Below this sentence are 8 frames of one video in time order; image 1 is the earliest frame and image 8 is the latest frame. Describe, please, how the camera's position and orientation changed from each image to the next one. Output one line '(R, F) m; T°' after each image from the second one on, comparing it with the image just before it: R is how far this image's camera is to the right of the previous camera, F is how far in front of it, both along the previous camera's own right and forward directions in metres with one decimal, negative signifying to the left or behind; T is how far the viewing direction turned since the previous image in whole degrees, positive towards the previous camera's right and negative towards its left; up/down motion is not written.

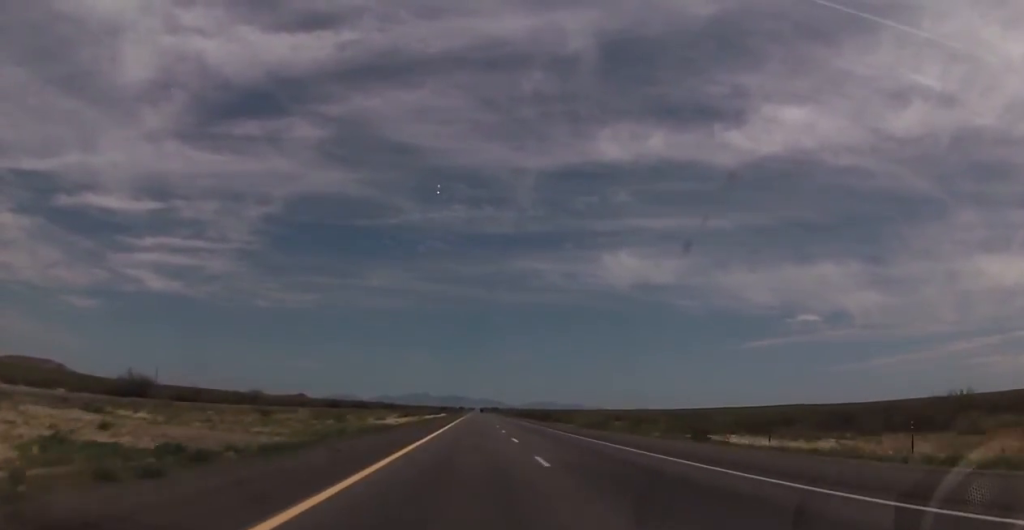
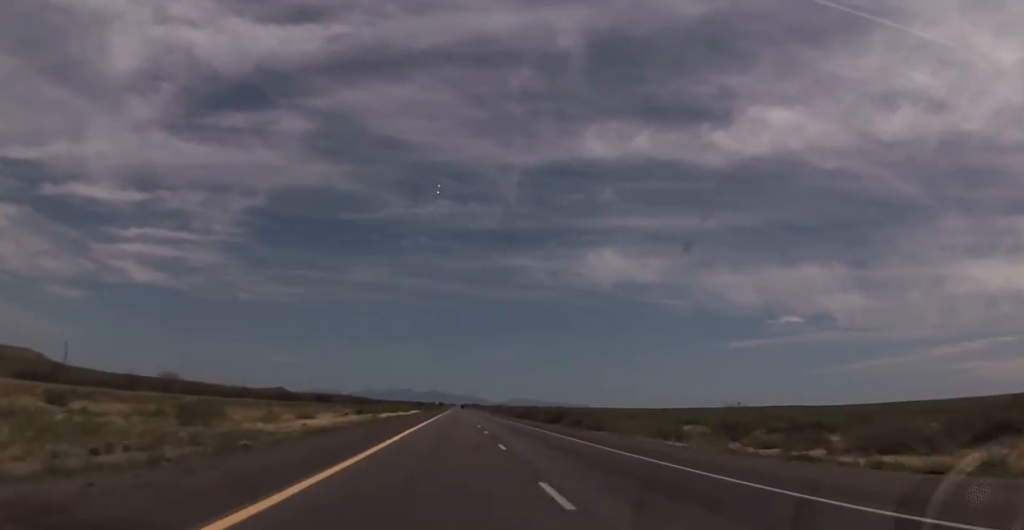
(+0.1, +43.7) m; +1°
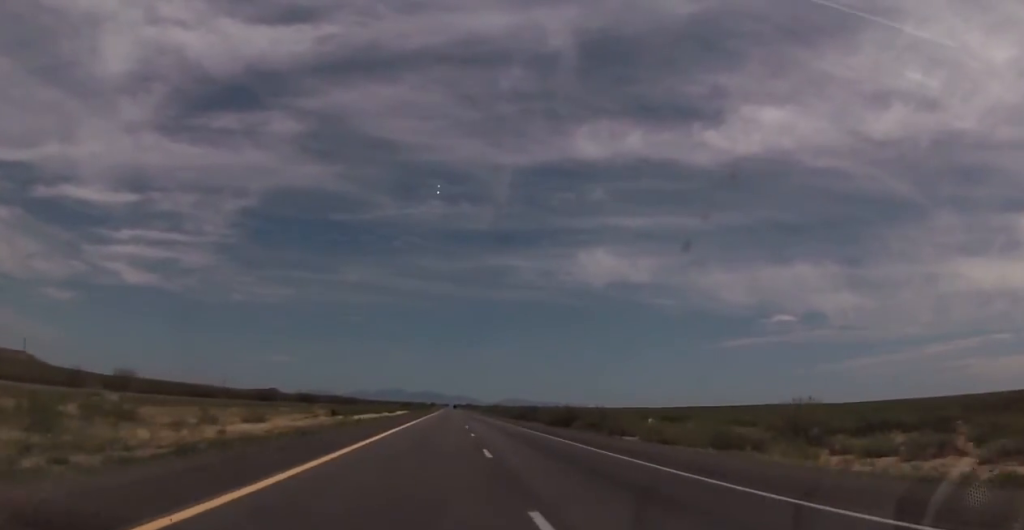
(+0.1, +15.8) m; 0°
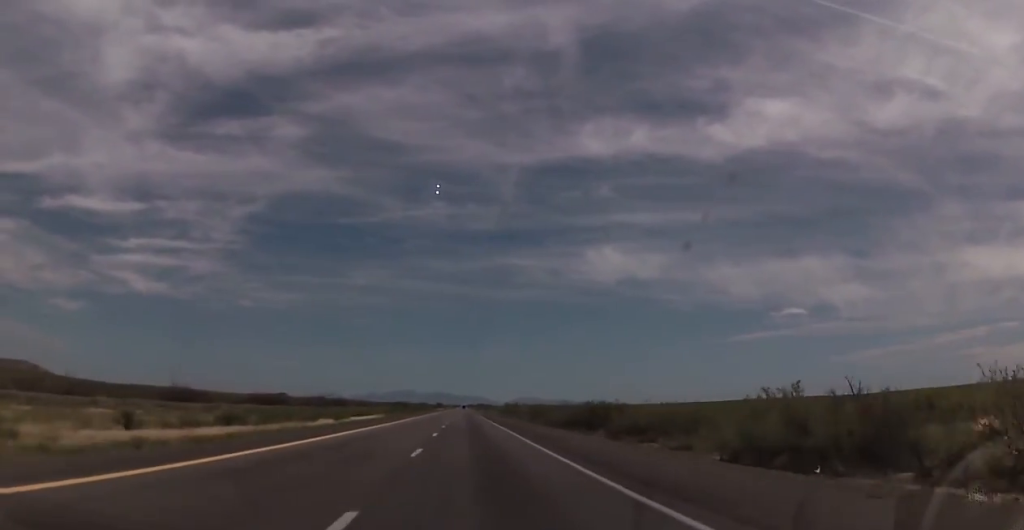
(-0.1, +61.7) m; -1°
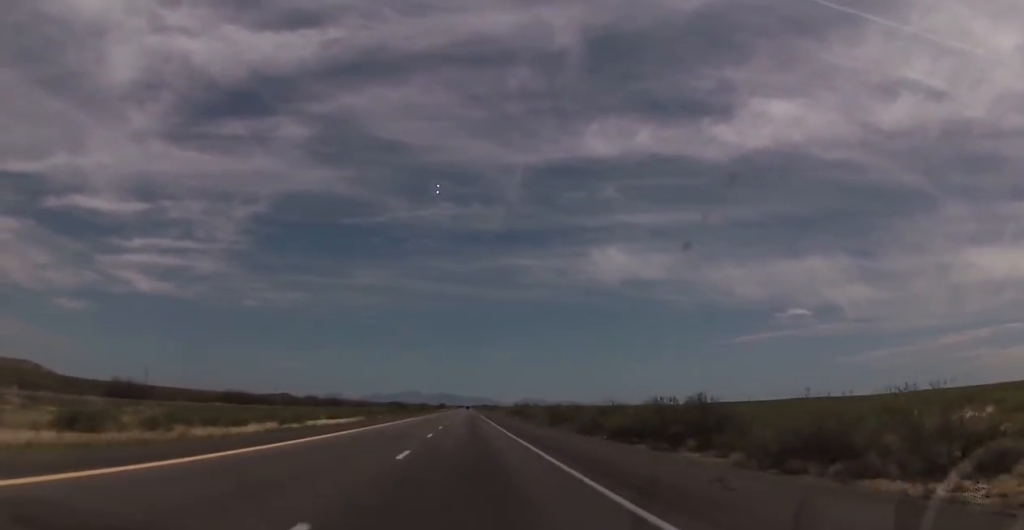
(0.0, +25.5) m; 0°
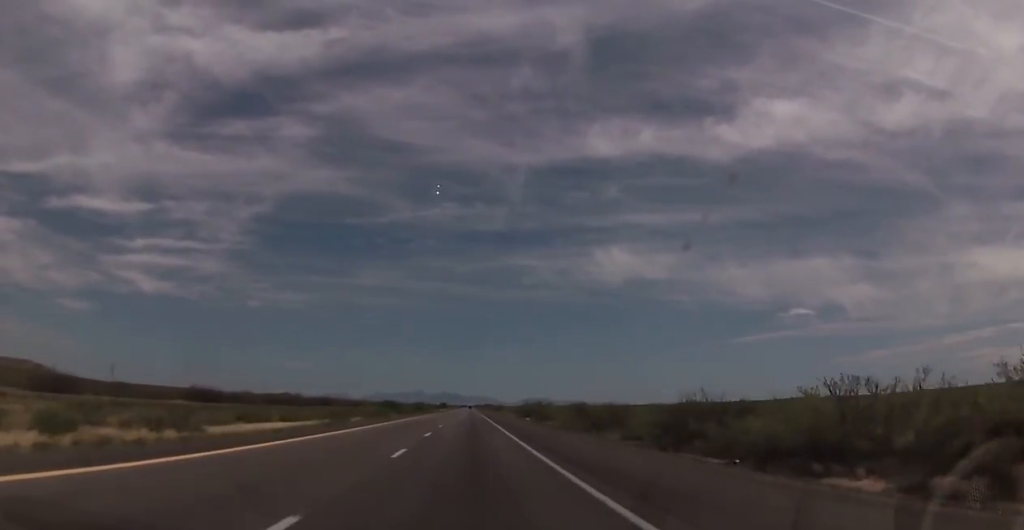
(0.0, +24.2) m; 0°
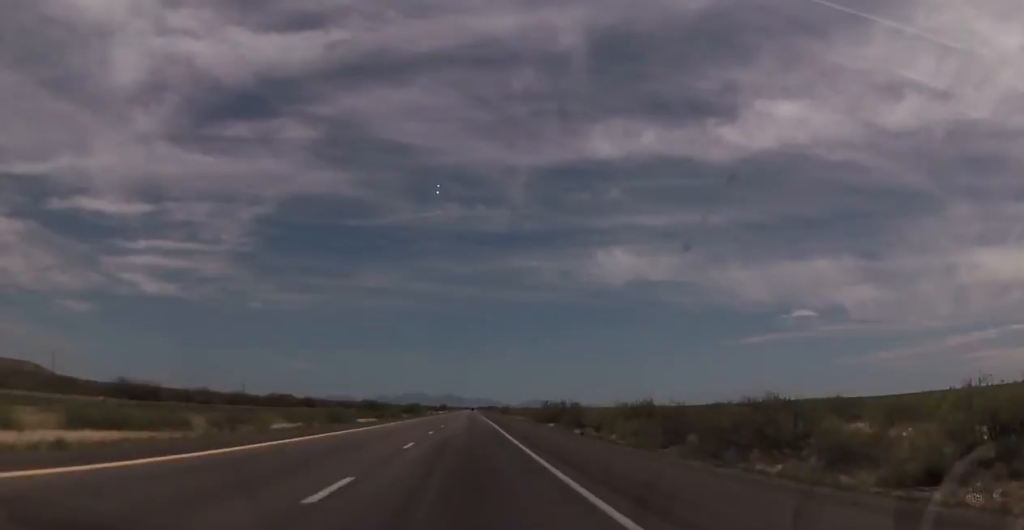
(0.0, +32.7) m; 0°
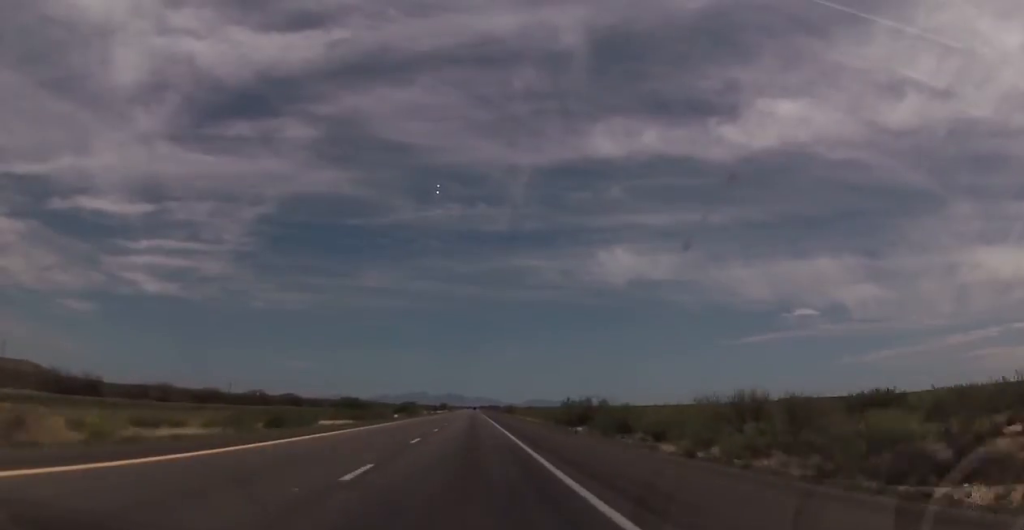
(+0.1, +21.8) m; -1°
